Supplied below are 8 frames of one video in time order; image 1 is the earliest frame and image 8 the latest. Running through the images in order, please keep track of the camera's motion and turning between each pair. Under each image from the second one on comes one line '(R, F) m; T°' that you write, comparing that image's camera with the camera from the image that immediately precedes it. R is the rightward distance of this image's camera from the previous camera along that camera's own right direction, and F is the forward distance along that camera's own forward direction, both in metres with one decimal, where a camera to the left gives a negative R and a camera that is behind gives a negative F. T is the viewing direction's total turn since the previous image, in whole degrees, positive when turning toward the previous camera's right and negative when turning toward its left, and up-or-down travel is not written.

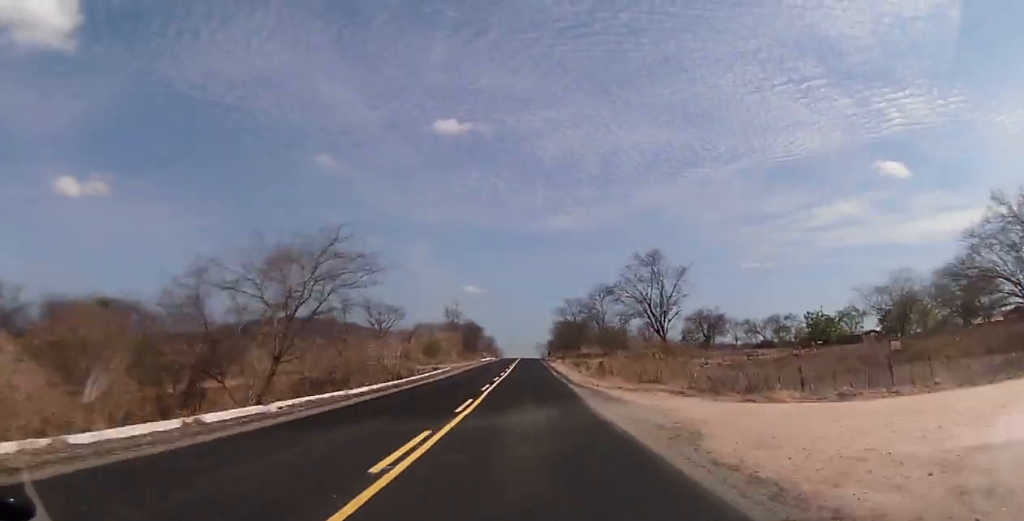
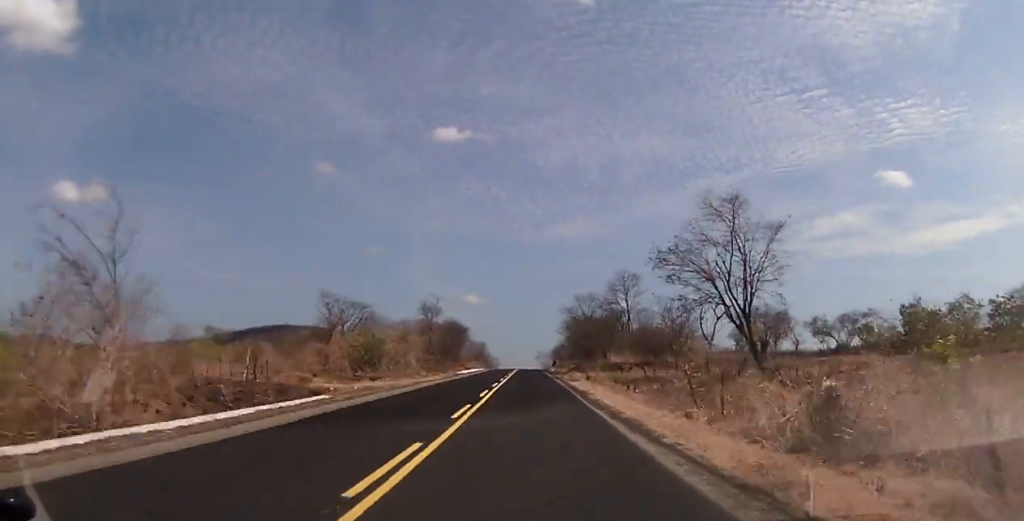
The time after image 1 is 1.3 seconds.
(-0.2, +34.7) m; 0°
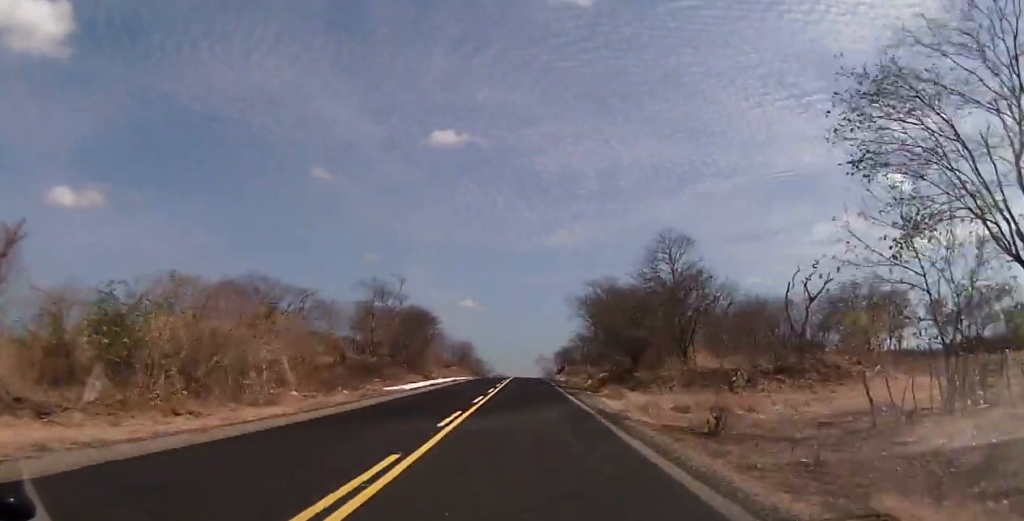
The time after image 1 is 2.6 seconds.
(+0.3, +35.1) m; 0°
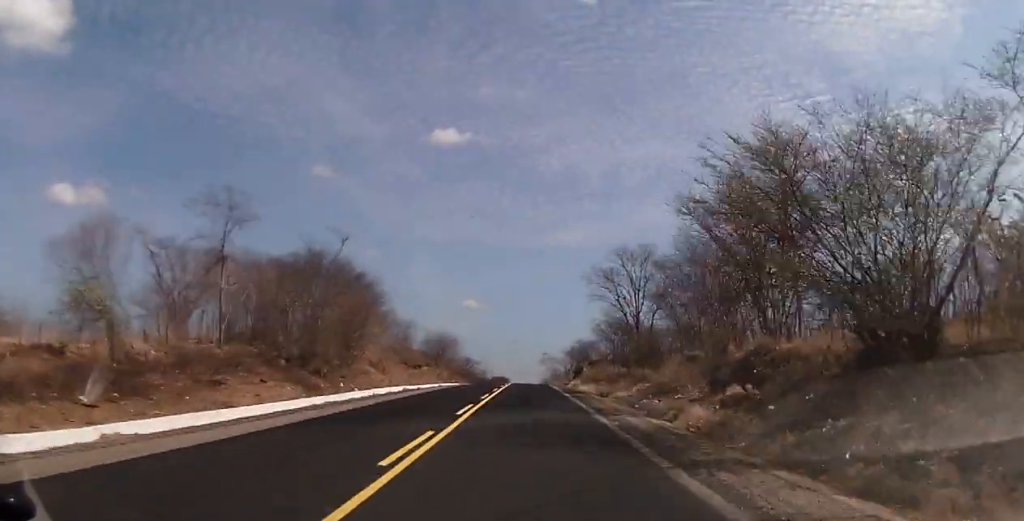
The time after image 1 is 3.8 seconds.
(-0.1, +31.1) m; 0°
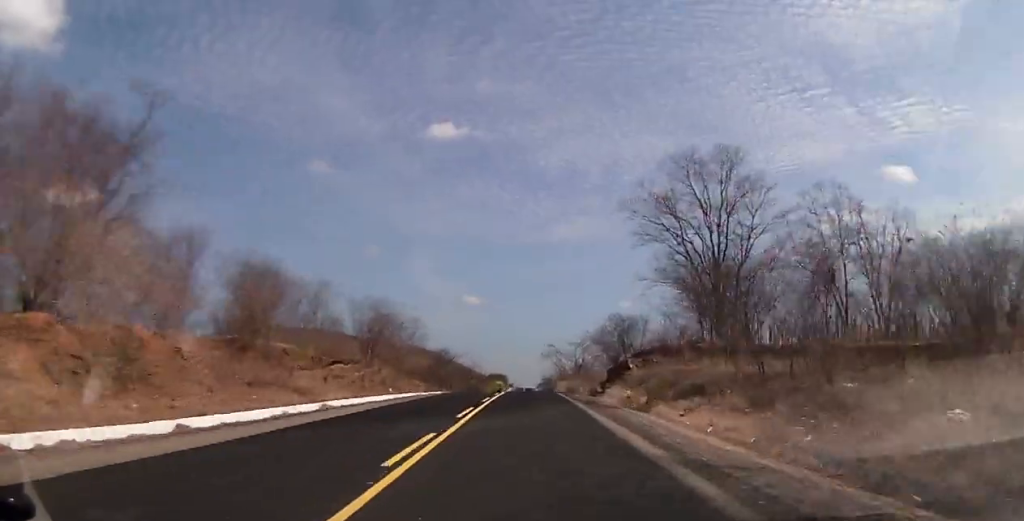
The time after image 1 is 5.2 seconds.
(0.0, +33.8) m; 0°
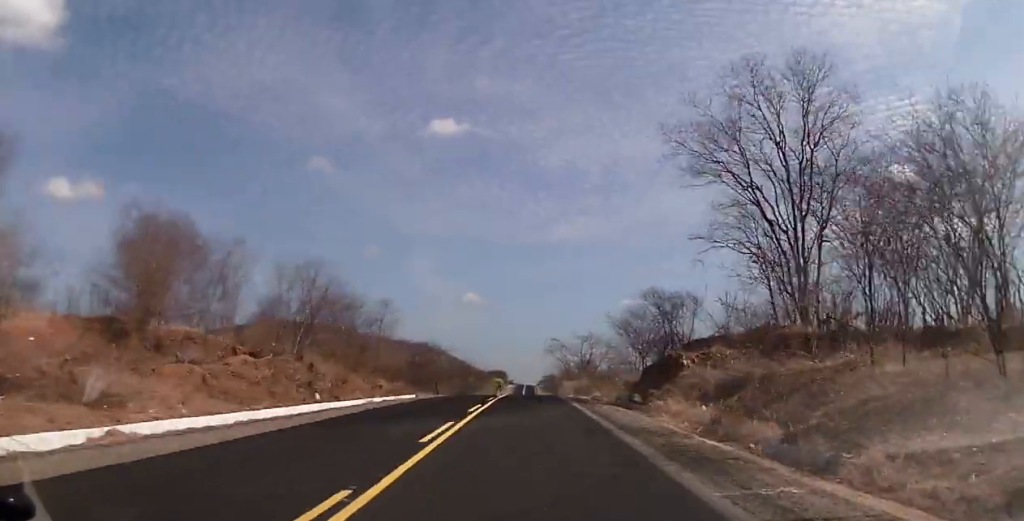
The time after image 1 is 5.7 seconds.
(0.0, +14.0) m; 0°
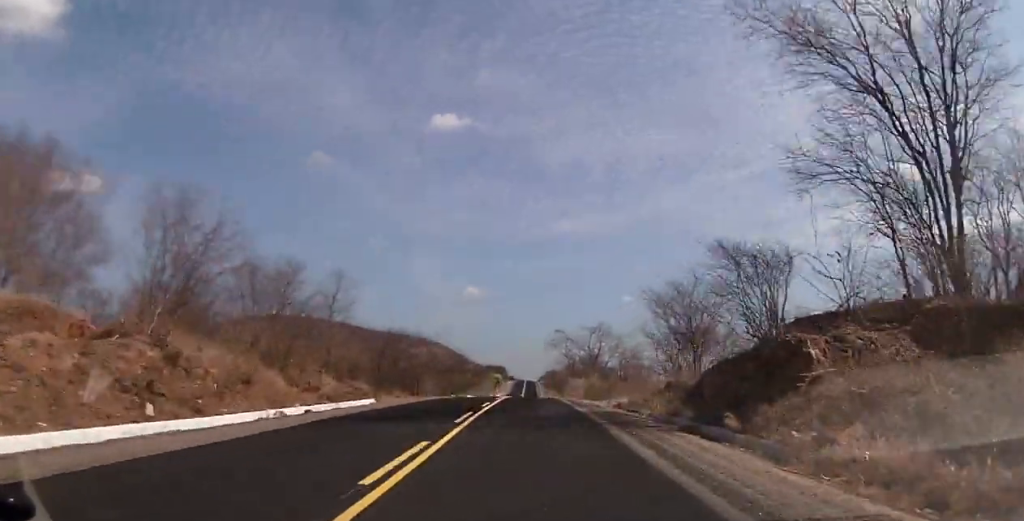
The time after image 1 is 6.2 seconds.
(0.0, +12.4) m; 0°
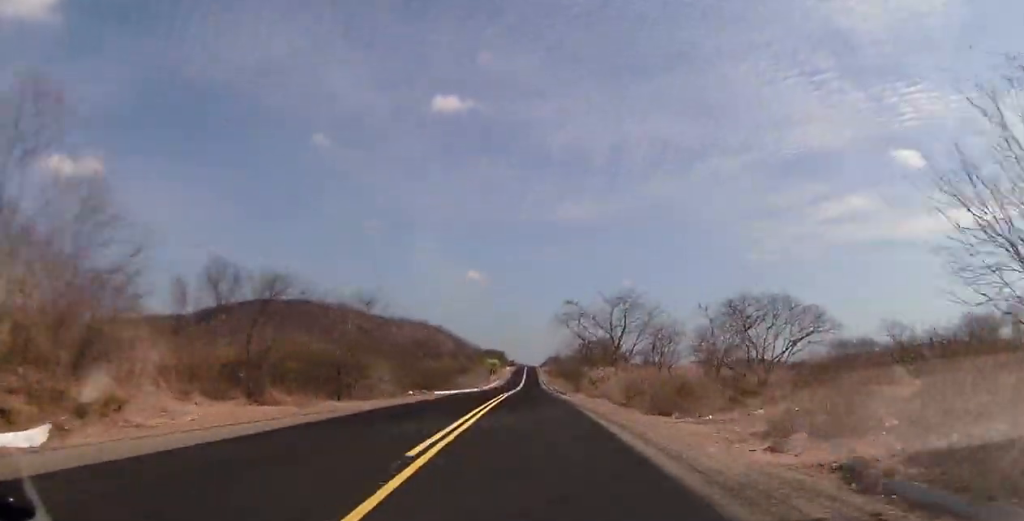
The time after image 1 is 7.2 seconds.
(0.0, +24.5) m; -1°
